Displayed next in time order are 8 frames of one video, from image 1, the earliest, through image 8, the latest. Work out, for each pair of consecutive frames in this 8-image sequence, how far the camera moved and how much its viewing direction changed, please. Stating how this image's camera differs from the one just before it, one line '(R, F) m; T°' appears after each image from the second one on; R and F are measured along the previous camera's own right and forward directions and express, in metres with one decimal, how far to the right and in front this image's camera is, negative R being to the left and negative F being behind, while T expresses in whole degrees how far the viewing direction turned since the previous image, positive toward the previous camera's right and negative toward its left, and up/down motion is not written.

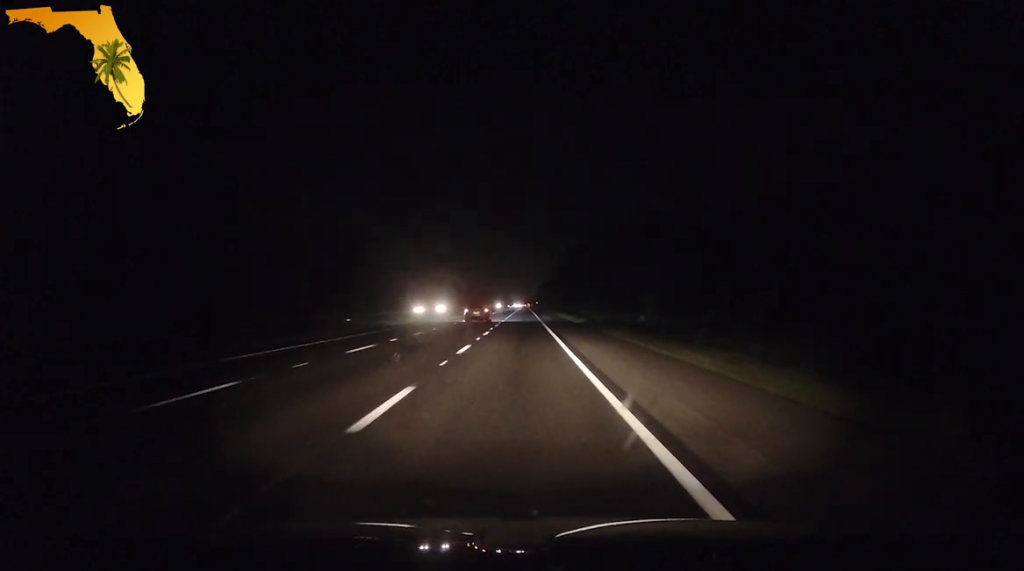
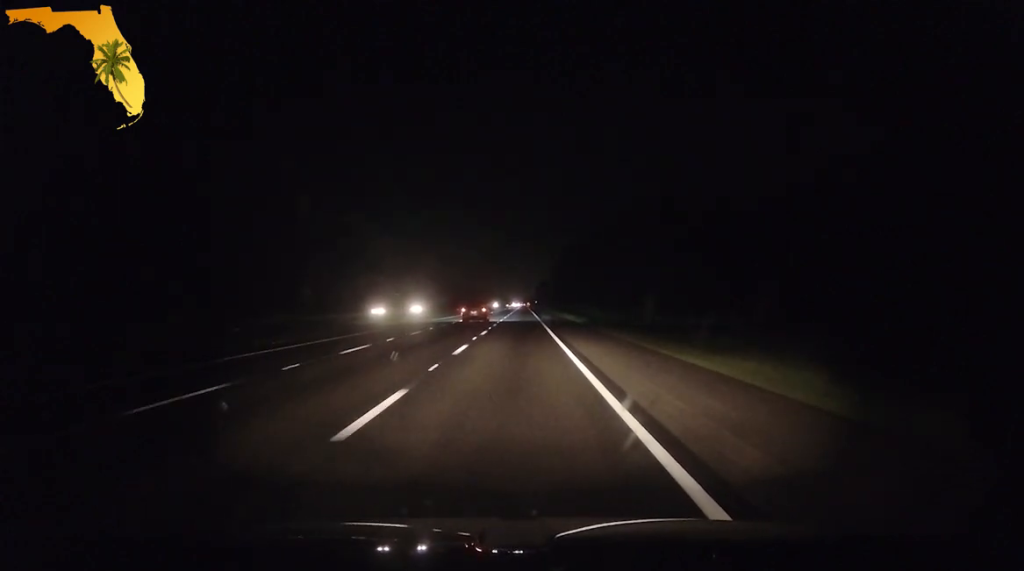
(+0.1, +24.2) m; 0°
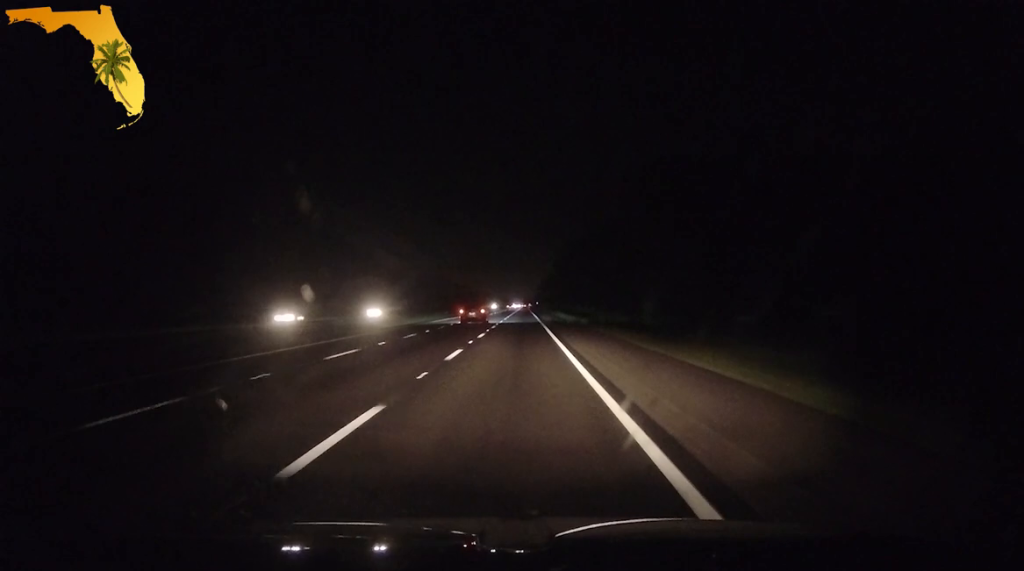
(+0.1, +25.4) m; 0°
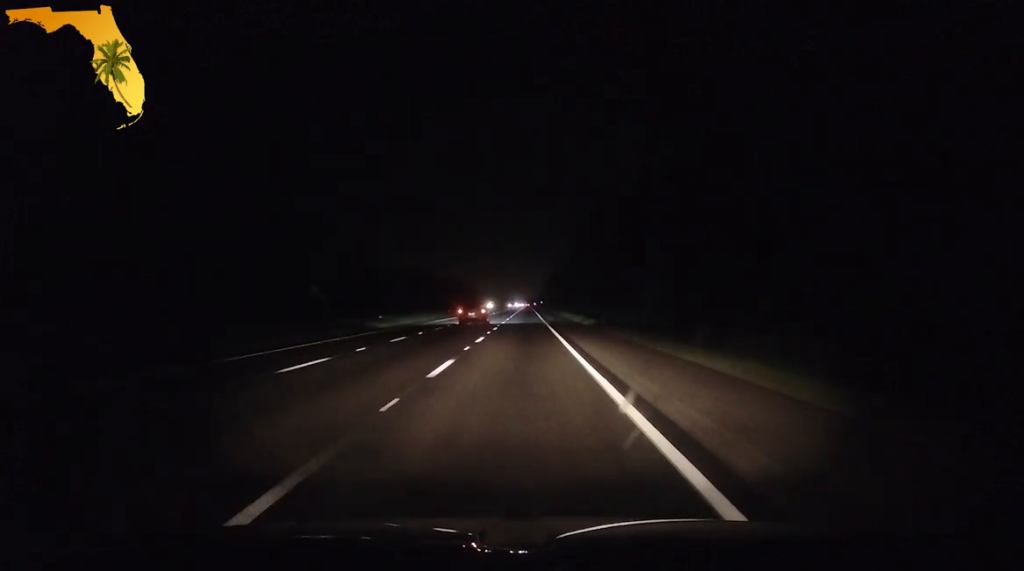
(-1.0, +63.4) m; -1°
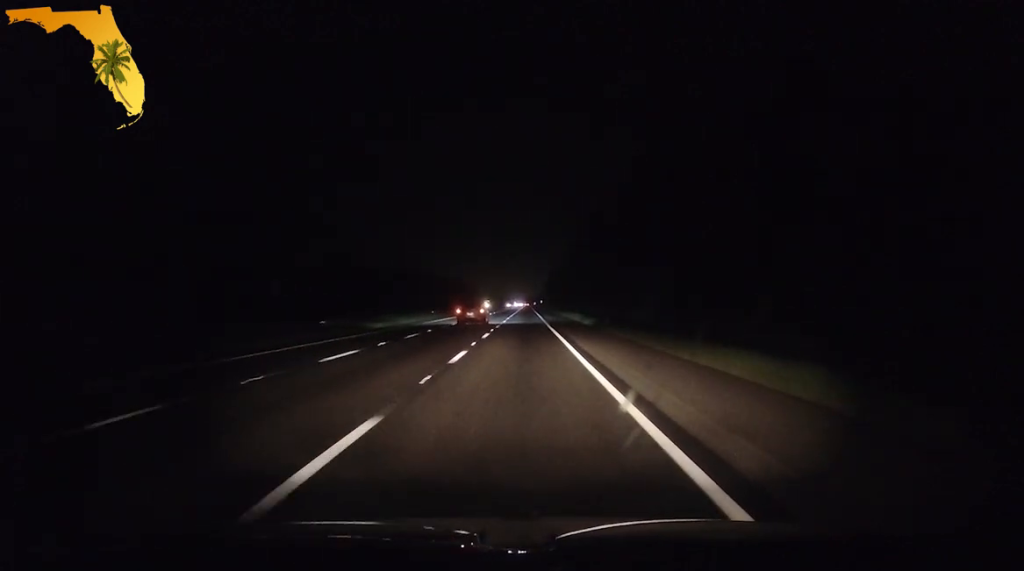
(+0.3, +20.7) m; 0°
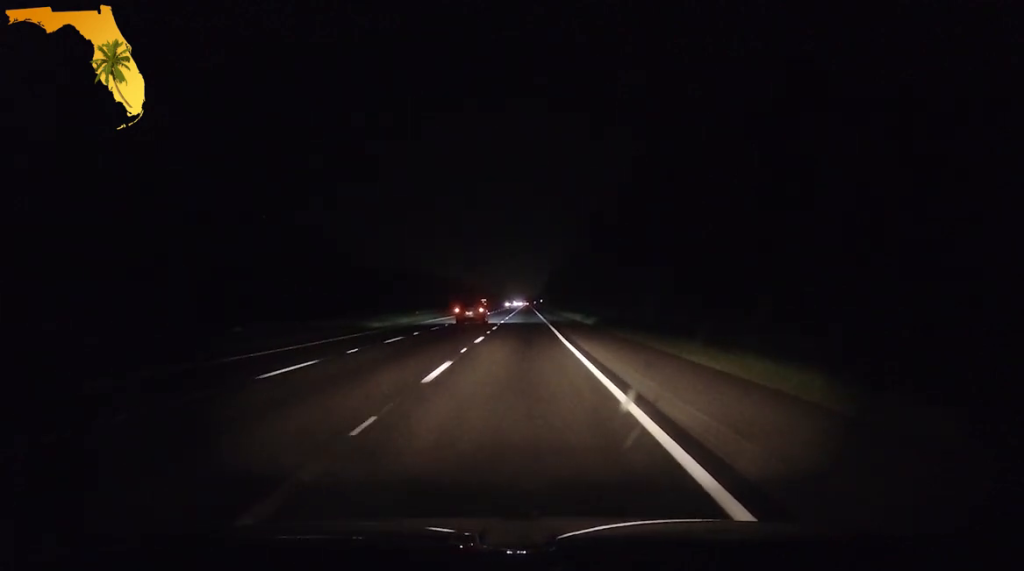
(+0.1, +16.2) m; 0°
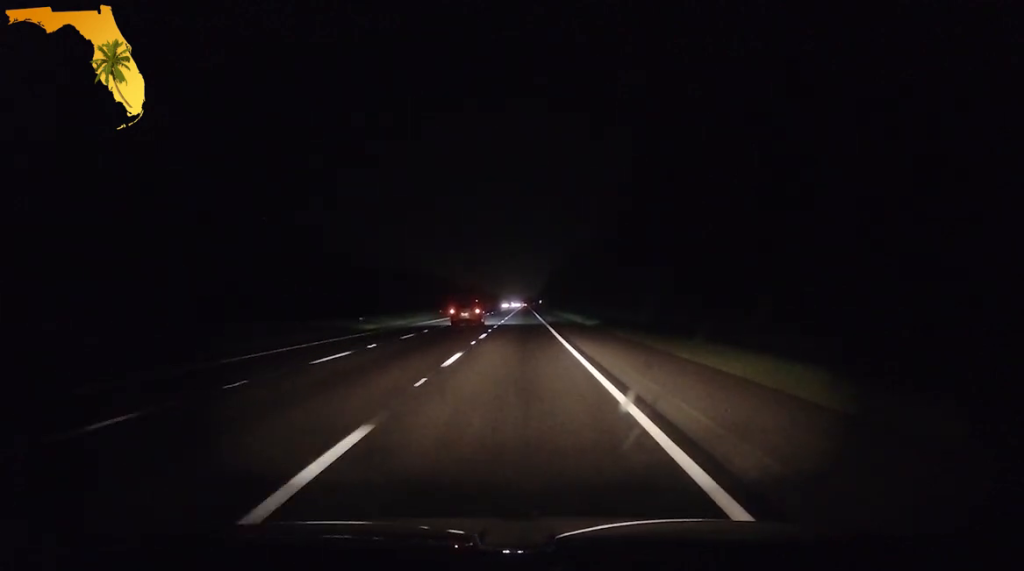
(0.0, +32.2) m; 0°
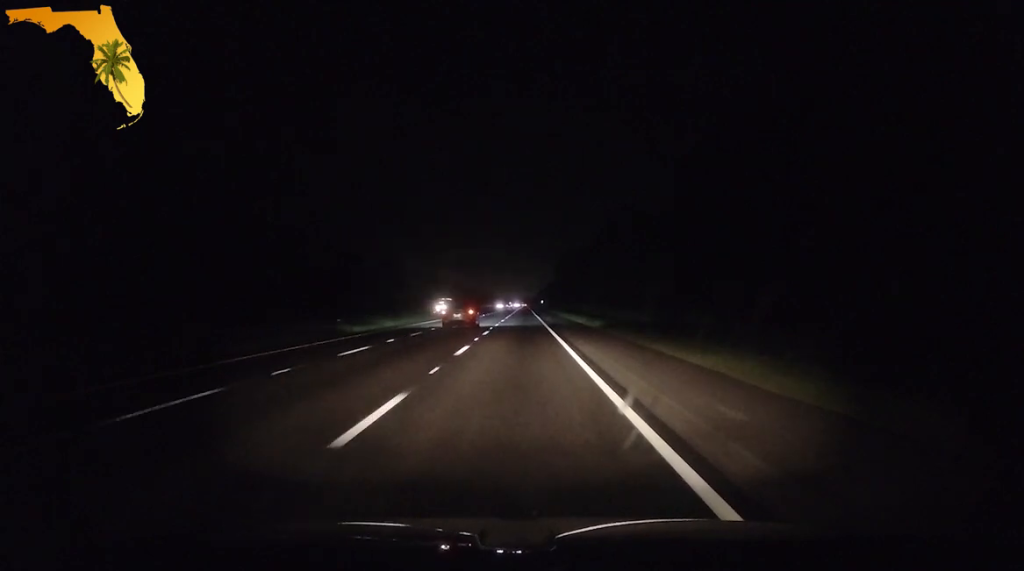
(+0.3, +69.2) m; 0°
